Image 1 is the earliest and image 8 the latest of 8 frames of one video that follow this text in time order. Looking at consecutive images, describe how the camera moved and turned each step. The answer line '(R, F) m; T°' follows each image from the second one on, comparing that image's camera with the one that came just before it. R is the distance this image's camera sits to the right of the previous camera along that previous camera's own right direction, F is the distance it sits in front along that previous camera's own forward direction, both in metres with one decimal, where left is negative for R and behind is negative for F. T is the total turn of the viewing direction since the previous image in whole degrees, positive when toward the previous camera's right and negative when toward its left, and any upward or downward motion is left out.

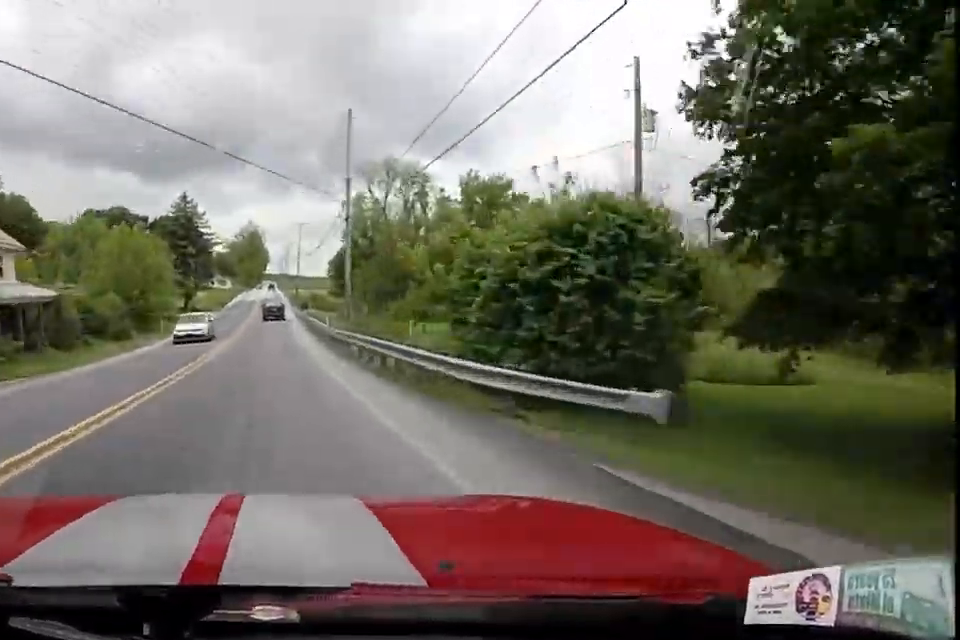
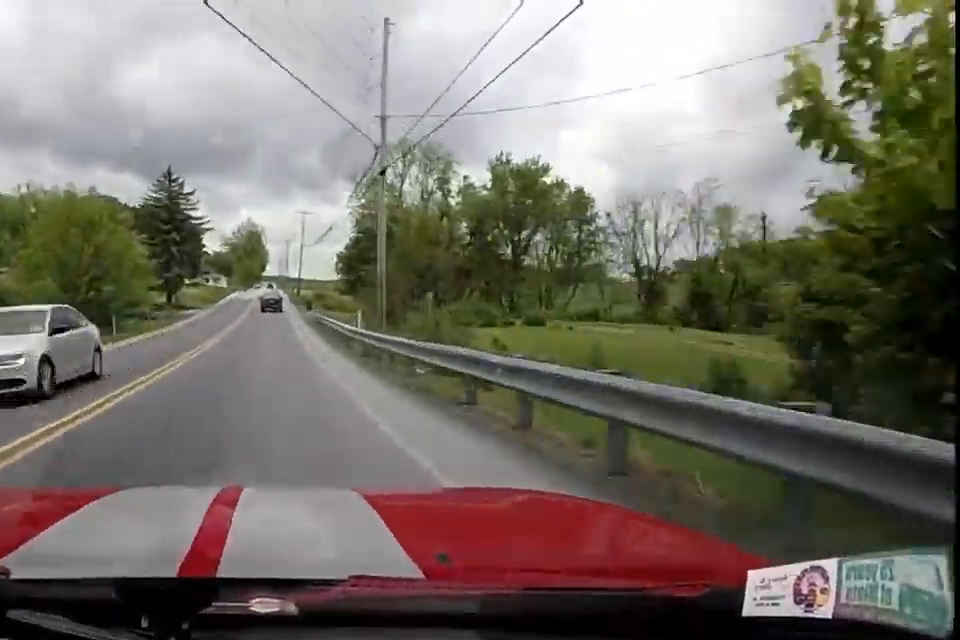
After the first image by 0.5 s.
(0.0, +11.6) m; 0°
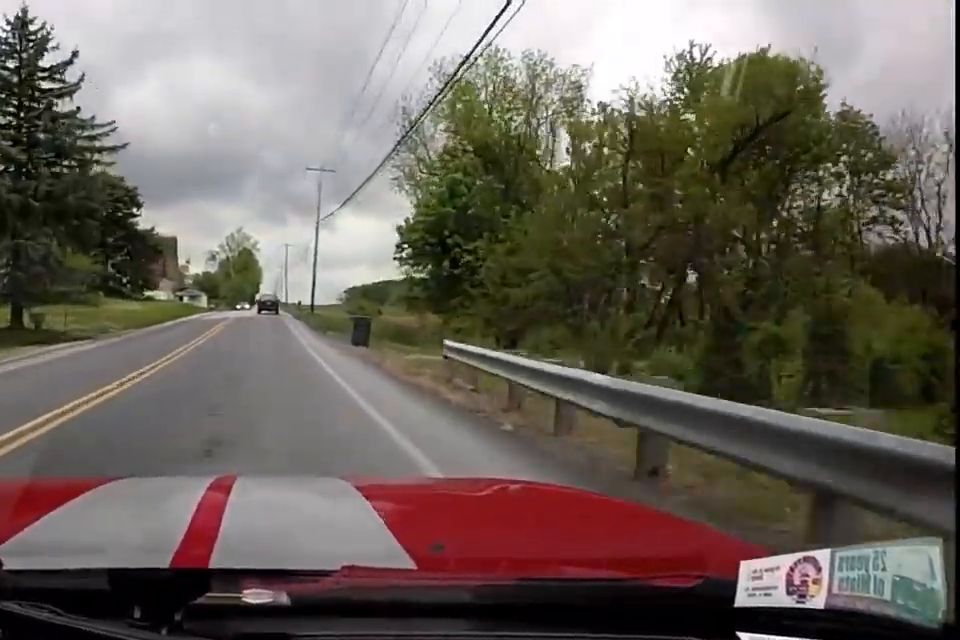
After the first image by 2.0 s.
(0.0, +37.3) m; -2°
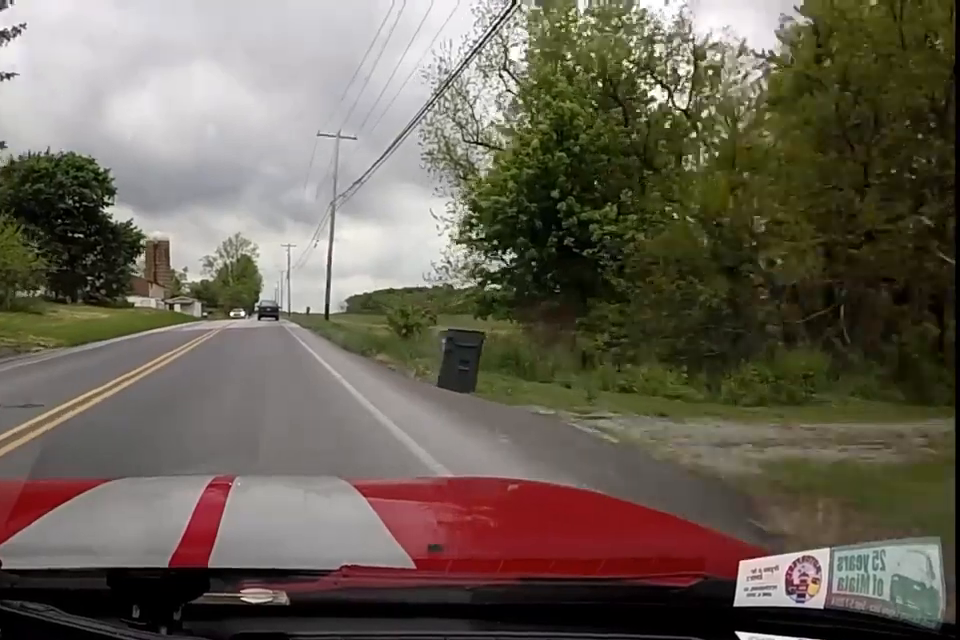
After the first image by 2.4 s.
(-0.3, +11.2) m; -1°
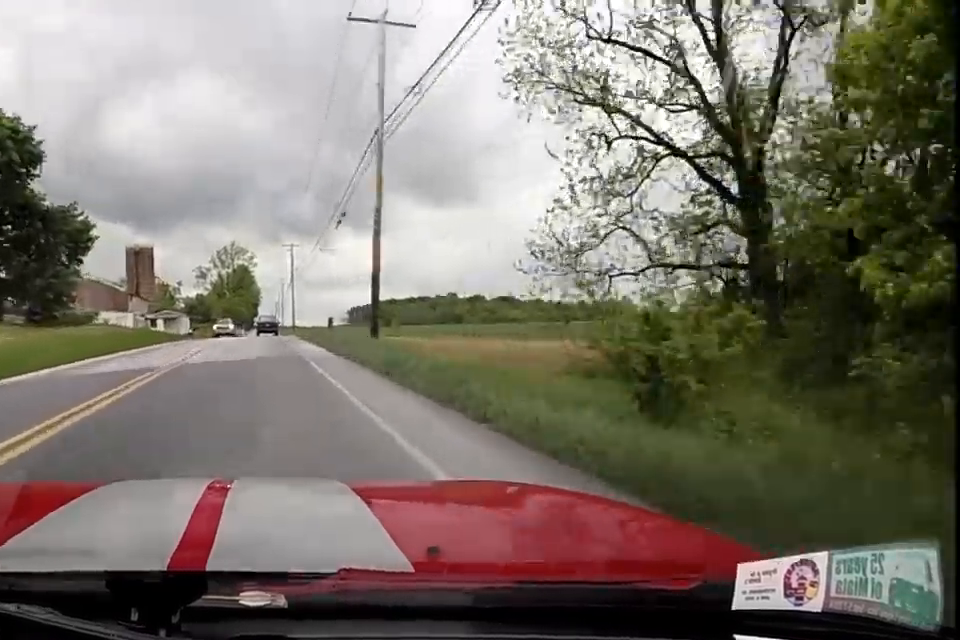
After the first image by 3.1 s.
(-0.2, +16.1) m; -1°
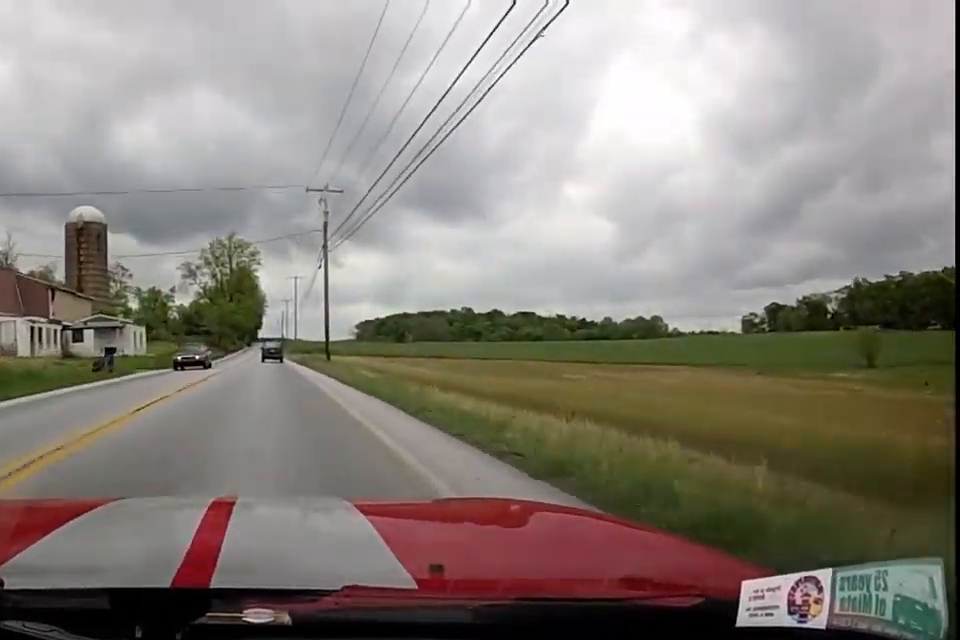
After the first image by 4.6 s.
(+0.5, +36.0) m; +2°
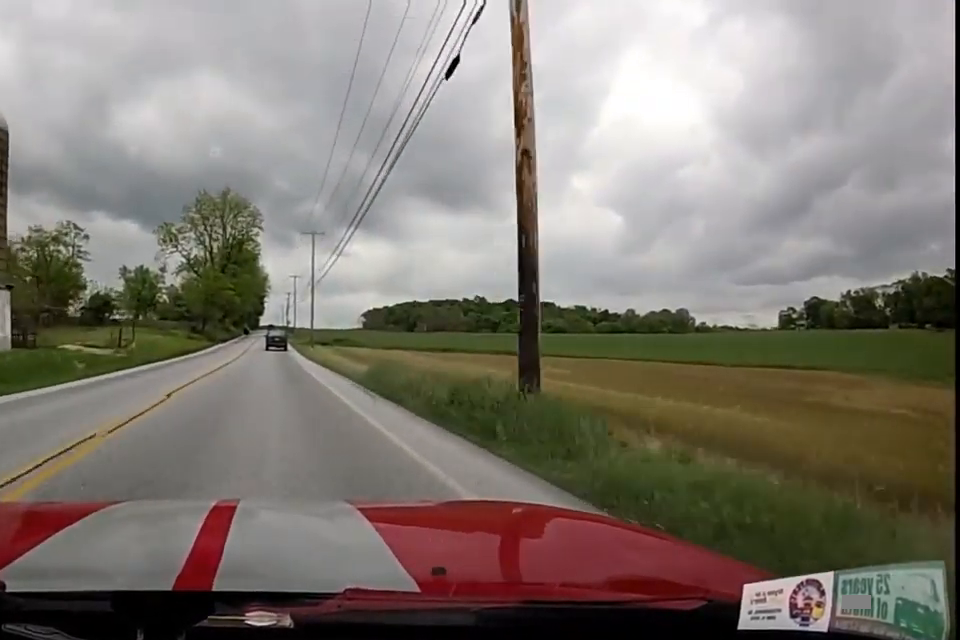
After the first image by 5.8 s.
(+0.3, +29.5) m; +1°
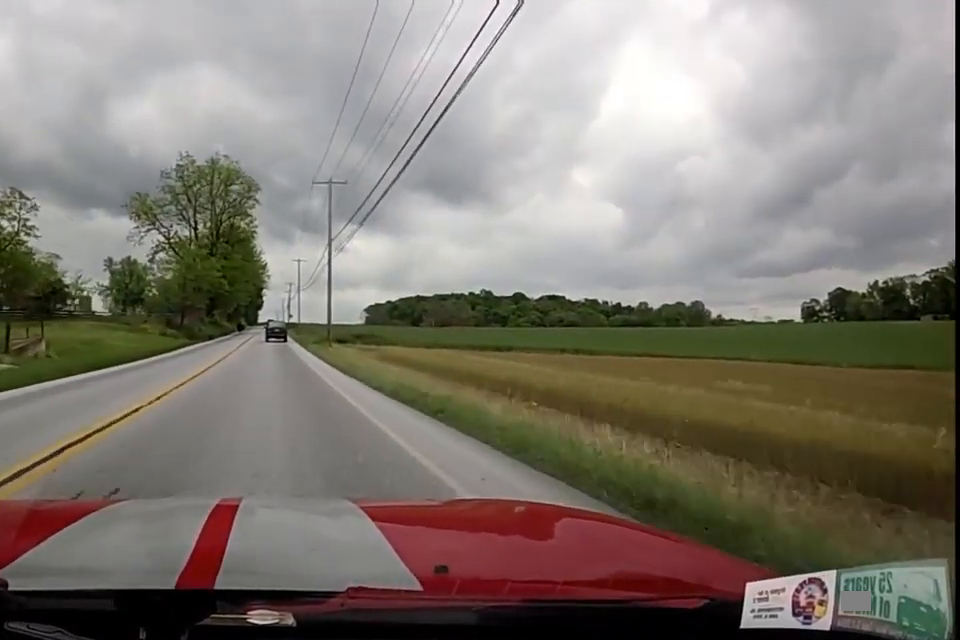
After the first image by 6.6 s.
(0.0, +18.3) m; 0°
